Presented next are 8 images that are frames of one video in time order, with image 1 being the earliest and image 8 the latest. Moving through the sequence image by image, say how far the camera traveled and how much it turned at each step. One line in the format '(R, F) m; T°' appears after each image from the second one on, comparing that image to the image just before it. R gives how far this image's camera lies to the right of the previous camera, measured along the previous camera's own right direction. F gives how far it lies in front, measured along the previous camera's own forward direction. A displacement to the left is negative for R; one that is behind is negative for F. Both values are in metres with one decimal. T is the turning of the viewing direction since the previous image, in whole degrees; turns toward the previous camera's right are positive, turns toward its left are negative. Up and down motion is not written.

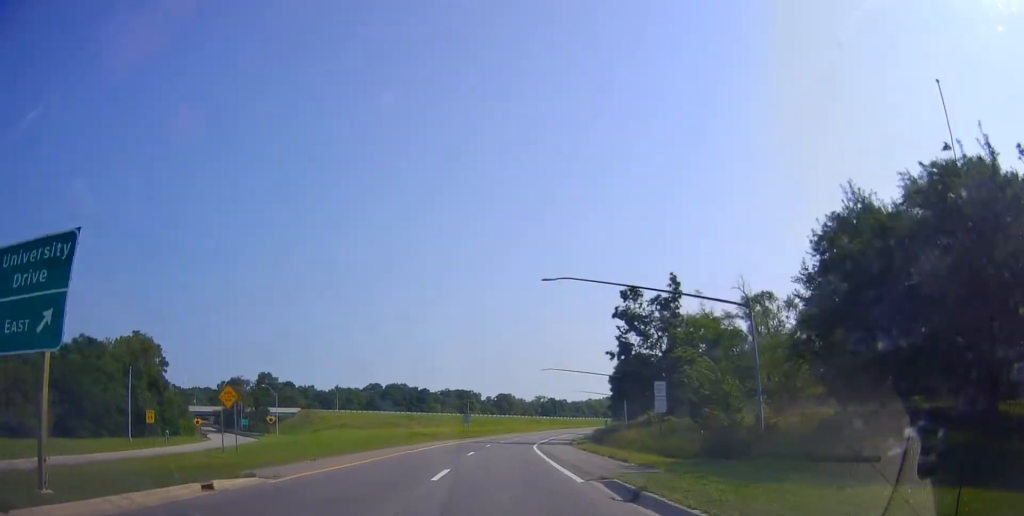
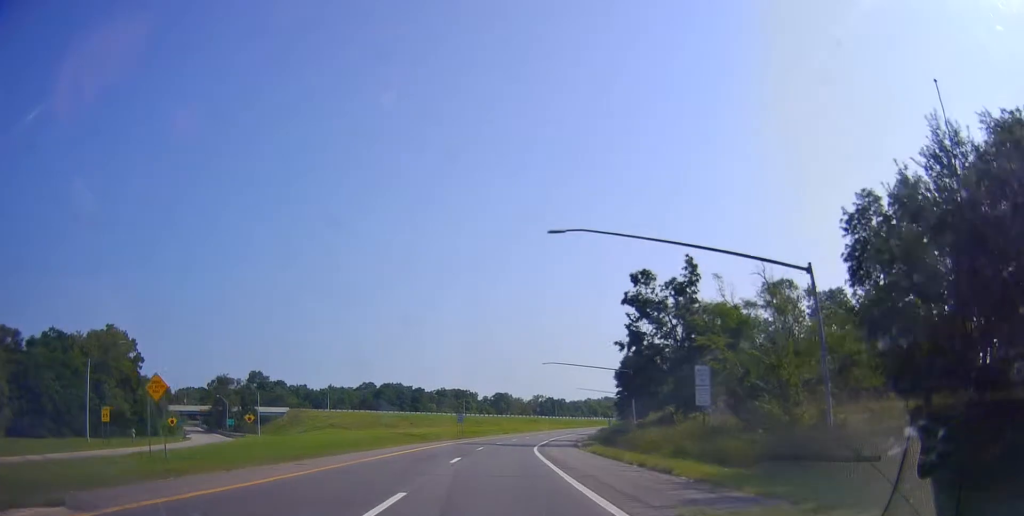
(0.0, +7.1) m; -1°
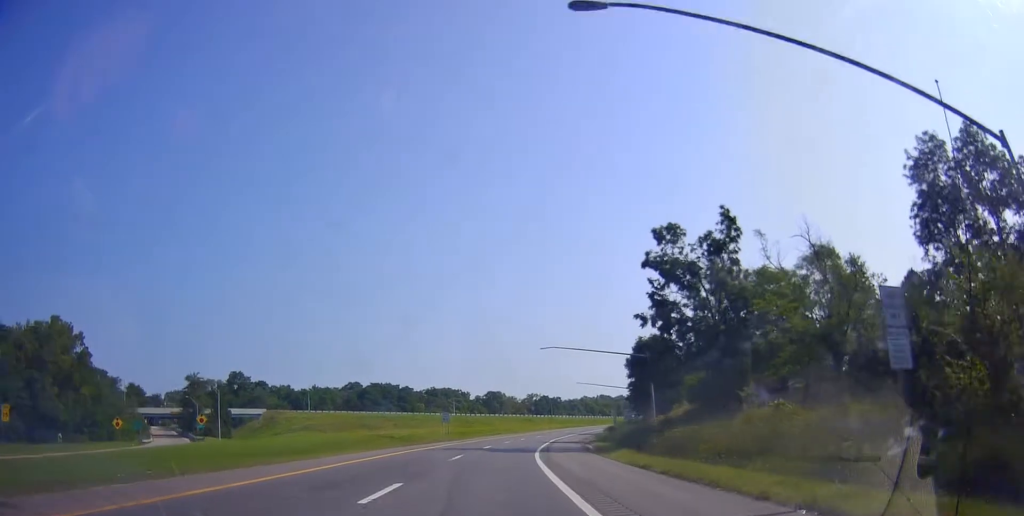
(-0.3, +12.8) m; -1°
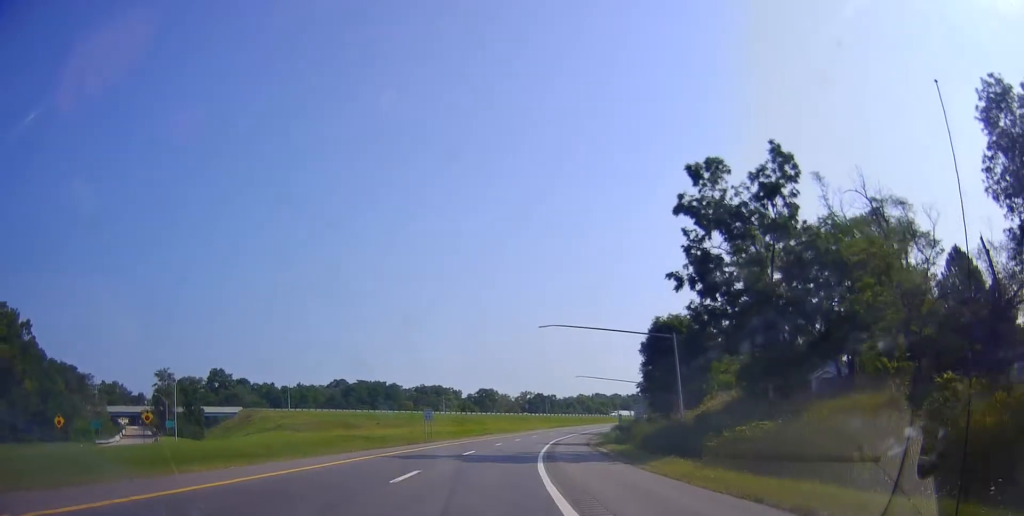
(-0.3, +11.3) m; 0°
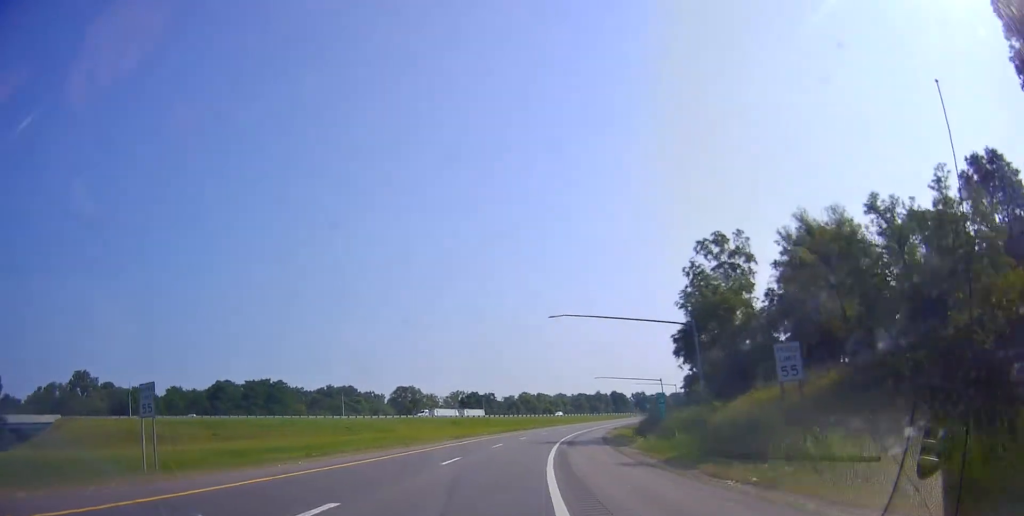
(+4.7, +52.5) m; +7°
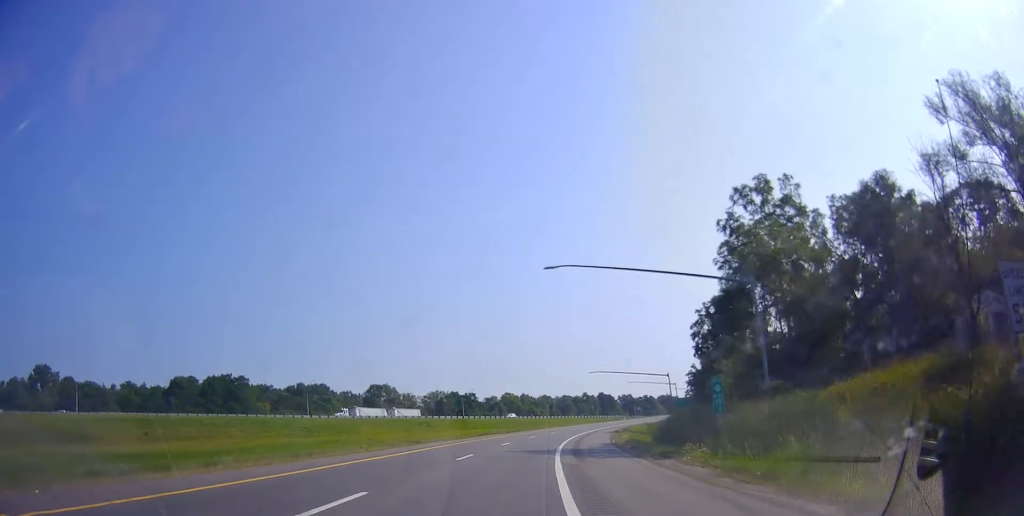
(0.0, +13.6) m; +1°
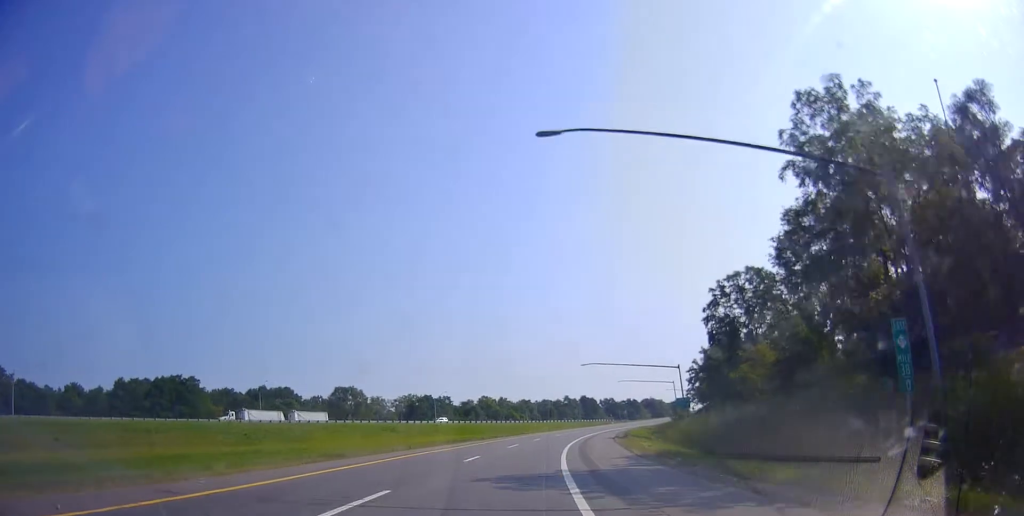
(+0.2, +14.3) m; +3°
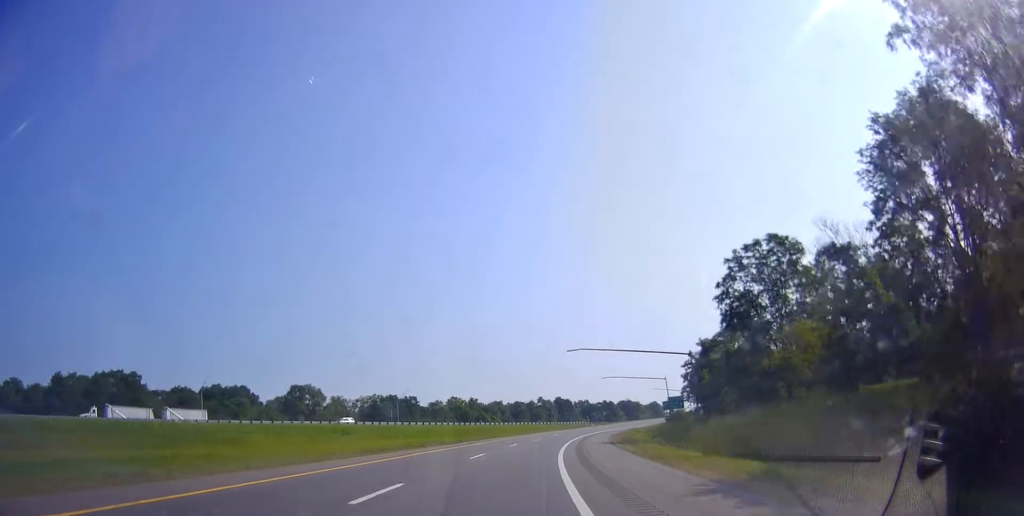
(+0.3, +13.2) m; +3°
